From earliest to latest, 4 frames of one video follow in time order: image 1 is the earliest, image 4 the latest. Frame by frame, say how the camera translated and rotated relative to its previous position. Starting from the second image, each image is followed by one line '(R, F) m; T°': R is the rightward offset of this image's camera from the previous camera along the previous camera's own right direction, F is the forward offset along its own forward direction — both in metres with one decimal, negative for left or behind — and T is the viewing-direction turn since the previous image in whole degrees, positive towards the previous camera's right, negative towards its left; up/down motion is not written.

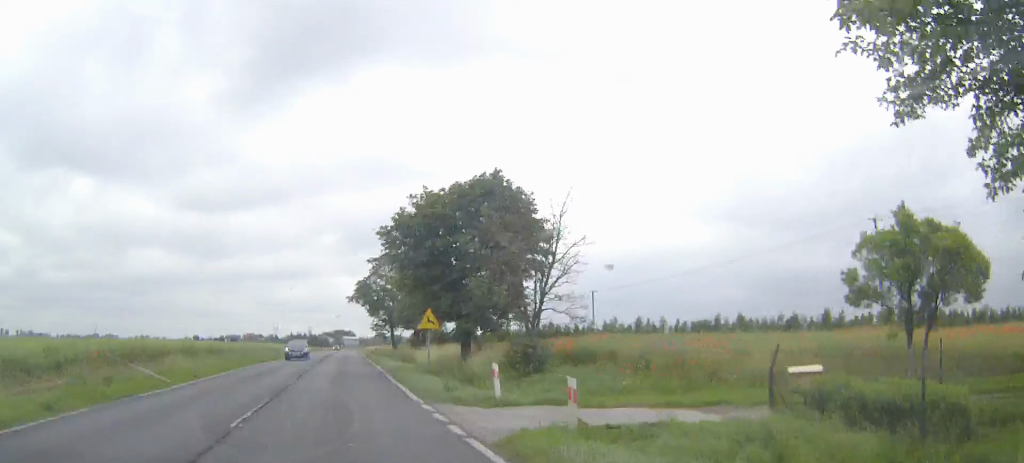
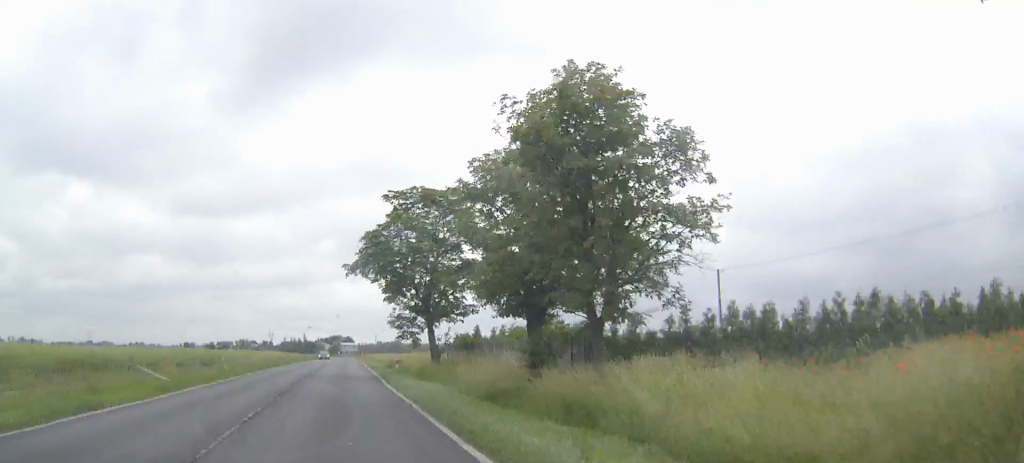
(0.0, +30.6) m; 0°
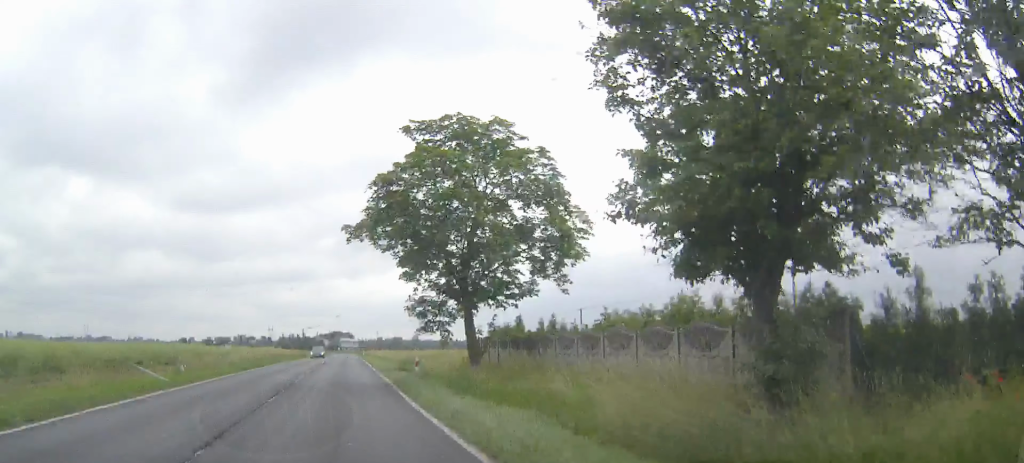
(0.0, +10.6) m; 0°
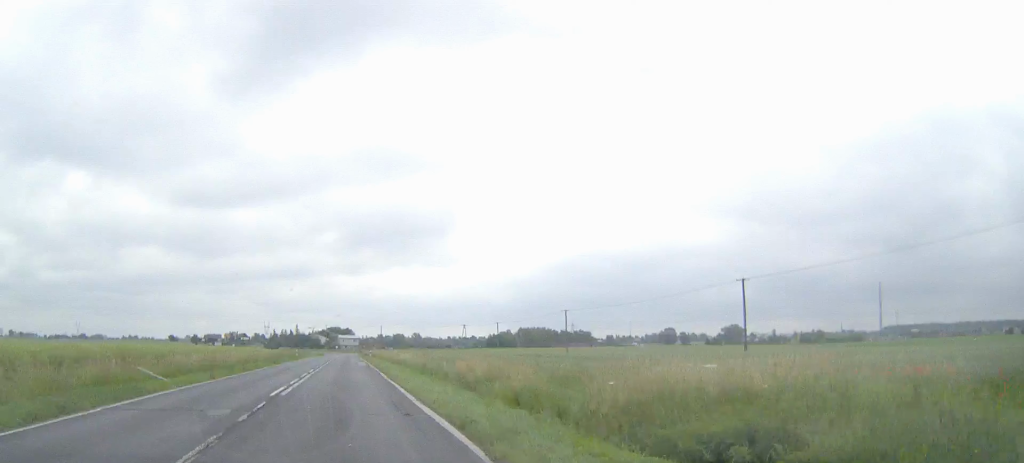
(0.0, +39.5) m; -1°
